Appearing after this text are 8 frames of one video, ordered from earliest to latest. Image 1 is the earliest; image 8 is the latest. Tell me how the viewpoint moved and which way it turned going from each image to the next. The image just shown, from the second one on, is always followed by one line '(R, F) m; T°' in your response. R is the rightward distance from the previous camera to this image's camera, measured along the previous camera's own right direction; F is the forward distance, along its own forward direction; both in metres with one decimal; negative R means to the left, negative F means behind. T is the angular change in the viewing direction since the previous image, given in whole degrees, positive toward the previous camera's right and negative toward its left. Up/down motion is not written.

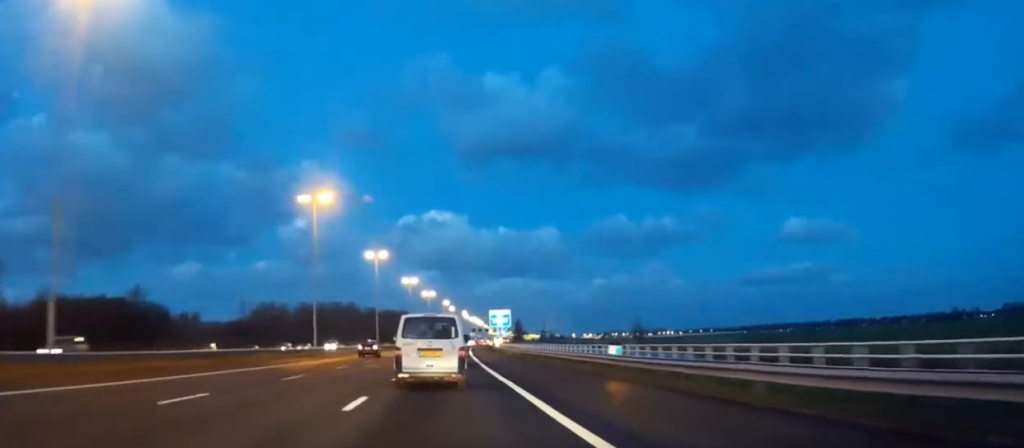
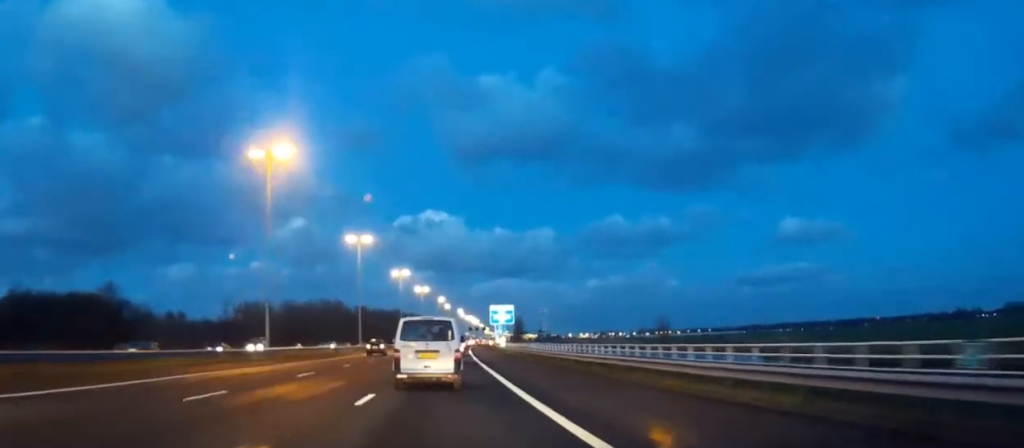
(+0.1, +22.0) m; 0°
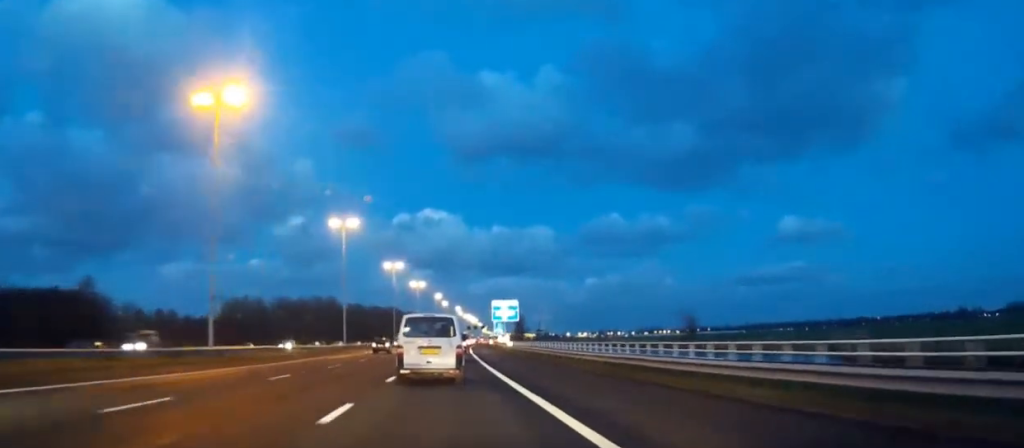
(0.0, +16.0) m; 0°
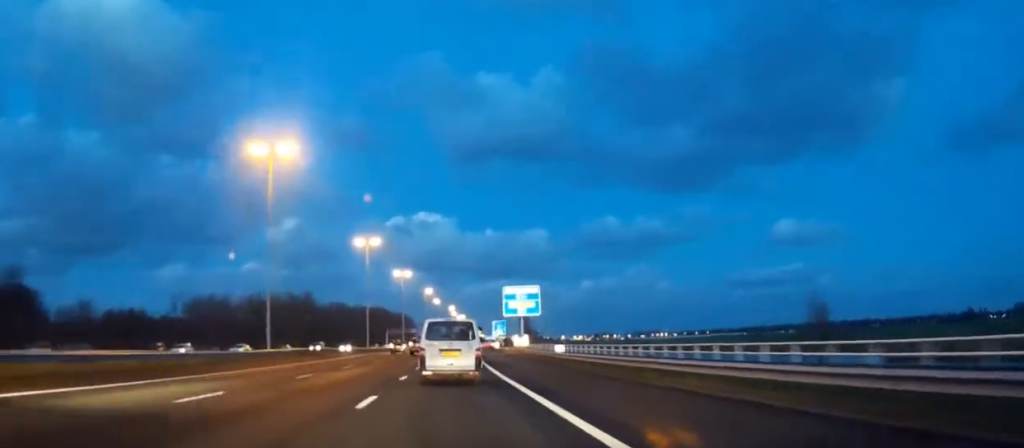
(+0.3, +44.1) m; +1°
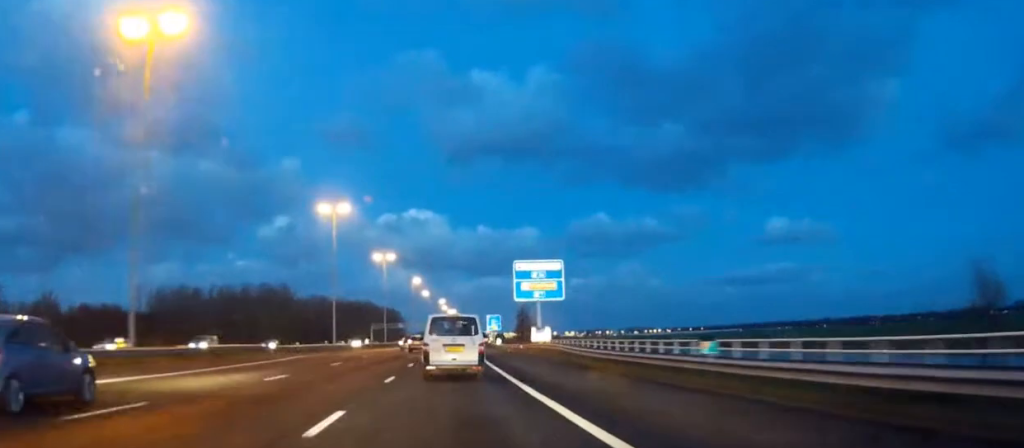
(+0.1, +28.2) m; 0°
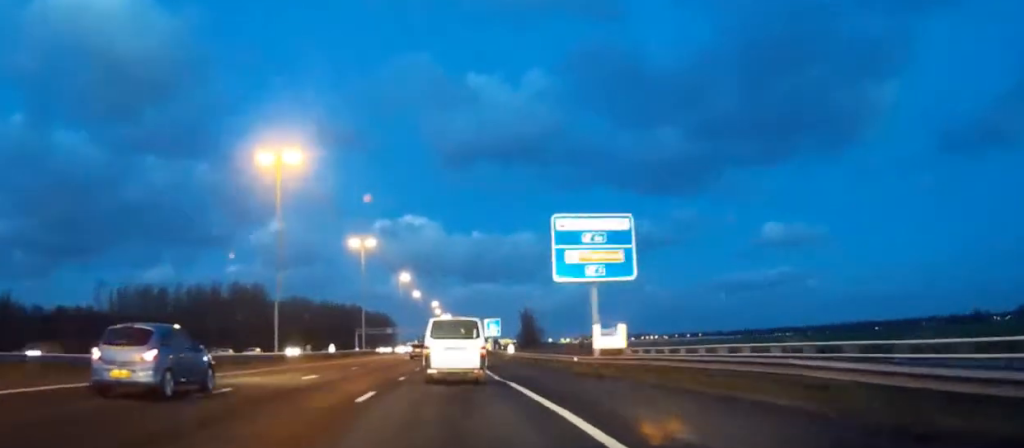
(+0.1, +30.8) m; +1°
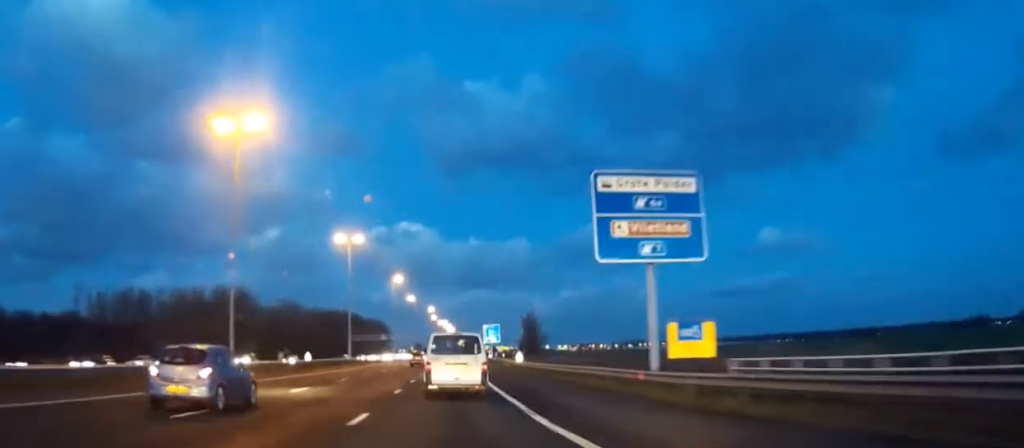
(+0.1, +13.4) m; 0°
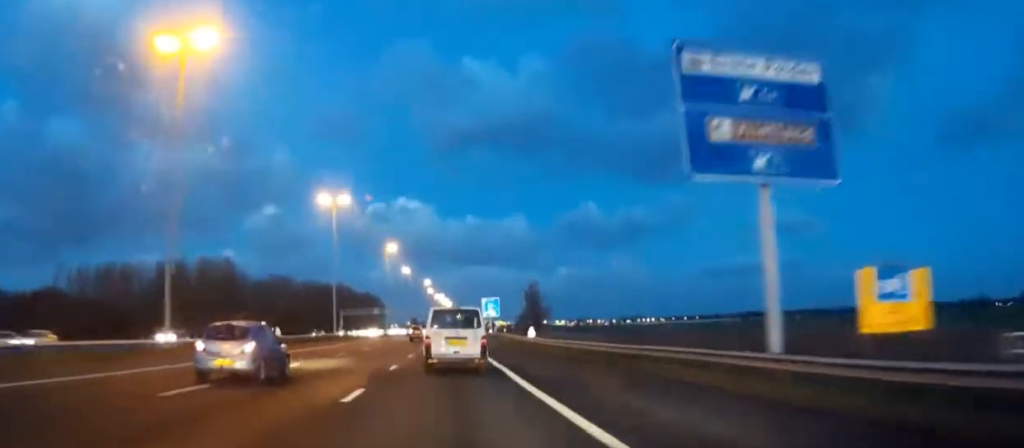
(0.0, +12.6) m; 0°
